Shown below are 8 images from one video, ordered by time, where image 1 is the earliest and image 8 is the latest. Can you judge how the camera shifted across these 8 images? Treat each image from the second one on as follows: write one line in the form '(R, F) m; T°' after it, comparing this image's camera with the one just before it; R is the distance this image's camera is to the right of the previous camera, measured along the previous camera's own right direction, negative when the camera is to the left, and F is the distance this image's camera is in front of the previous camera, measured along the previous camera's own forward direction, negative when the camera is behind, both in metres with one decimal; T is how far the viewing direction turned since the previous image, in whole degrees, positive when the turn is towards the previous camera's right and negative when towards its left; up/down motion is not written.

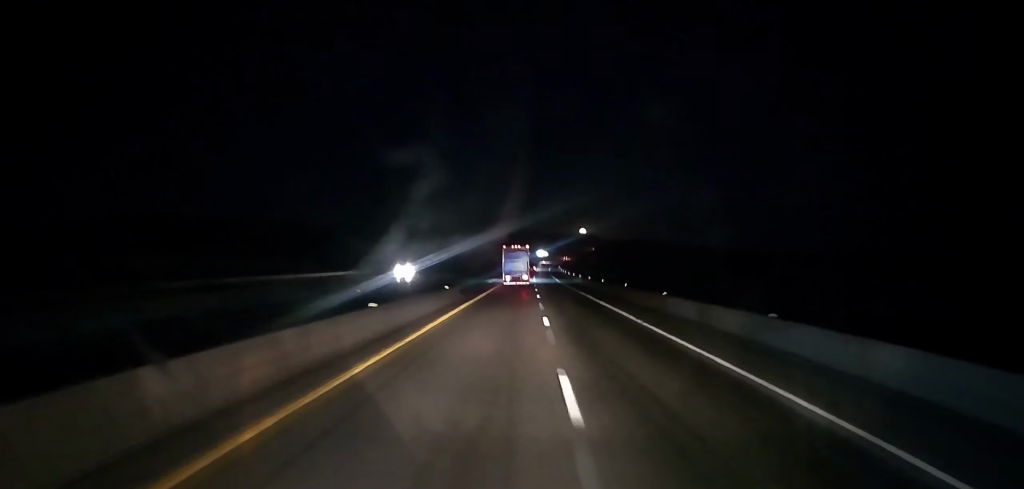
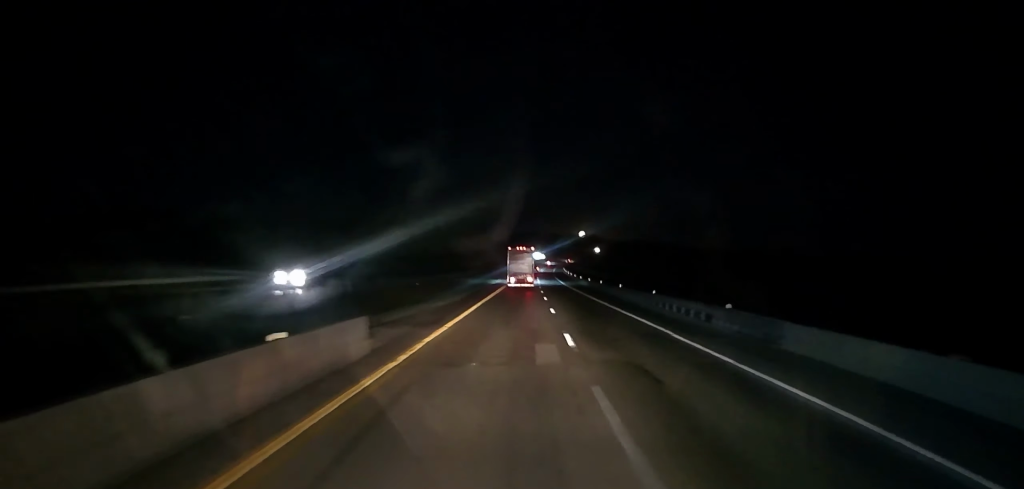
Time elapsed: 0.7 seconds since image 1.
(-0.4, +23.7) m; 0°
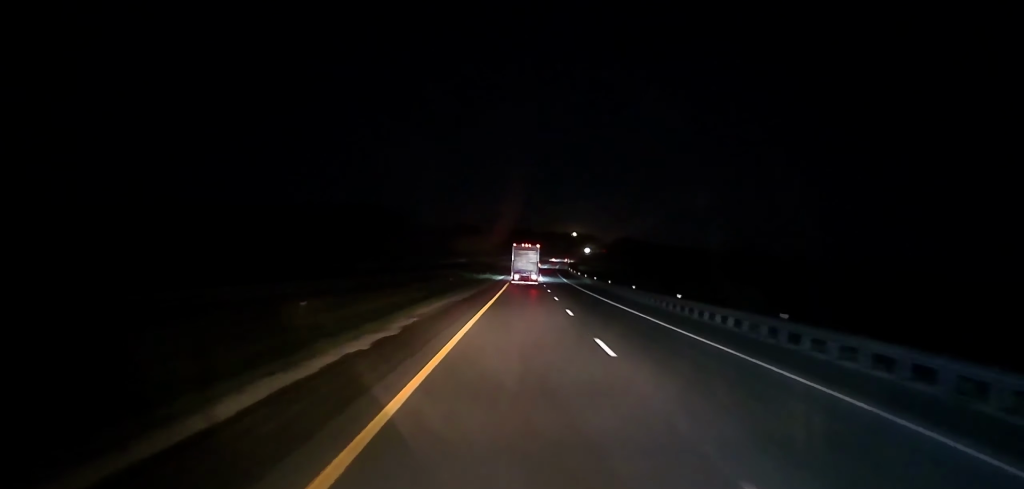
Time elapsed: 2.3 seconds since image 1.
(+0.1, +49.8) m; -1°
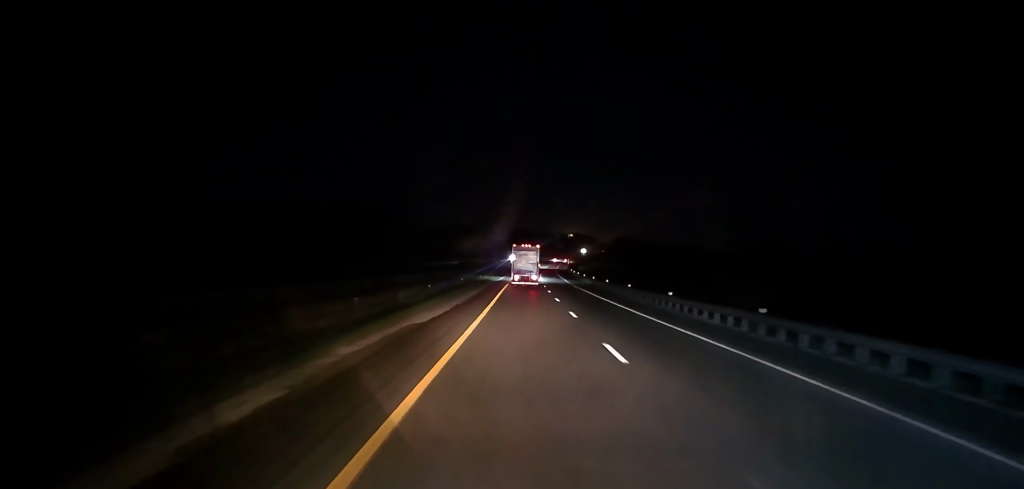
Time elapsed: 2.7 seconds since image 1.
(-0.2, +13.0) m; 0°
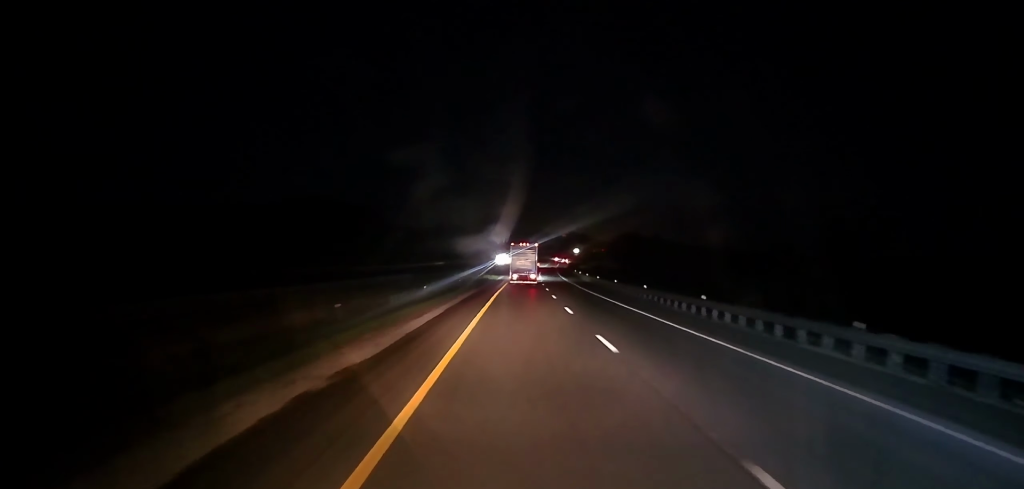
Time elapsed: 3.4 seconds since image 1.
(+0.1, +22.7) m; +1°
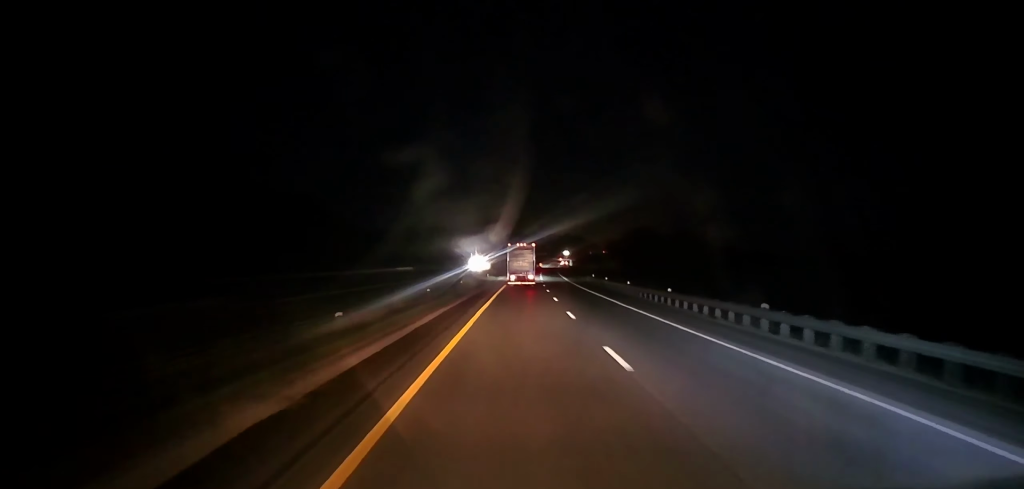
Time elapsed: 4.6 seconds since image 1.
(+0.6, +38.9) m; +1°
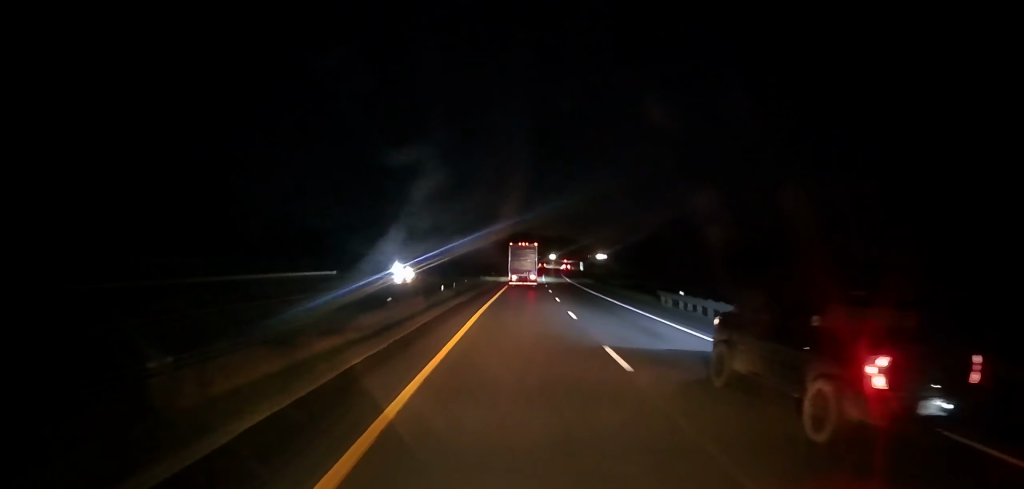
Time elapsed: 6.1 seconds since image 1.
(+0.2, +48.5) m; +1°
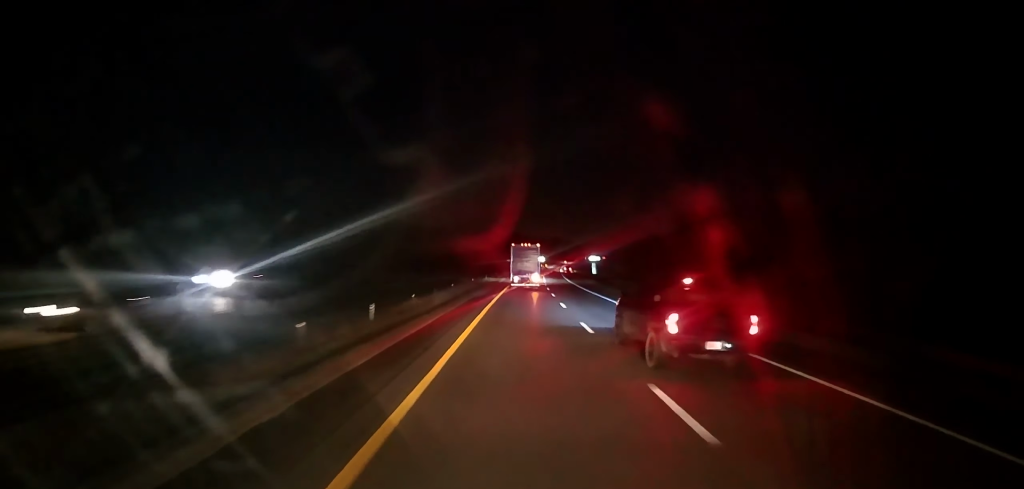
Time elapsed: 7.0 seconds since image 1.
(+0.4, +29.2) m; +1°
